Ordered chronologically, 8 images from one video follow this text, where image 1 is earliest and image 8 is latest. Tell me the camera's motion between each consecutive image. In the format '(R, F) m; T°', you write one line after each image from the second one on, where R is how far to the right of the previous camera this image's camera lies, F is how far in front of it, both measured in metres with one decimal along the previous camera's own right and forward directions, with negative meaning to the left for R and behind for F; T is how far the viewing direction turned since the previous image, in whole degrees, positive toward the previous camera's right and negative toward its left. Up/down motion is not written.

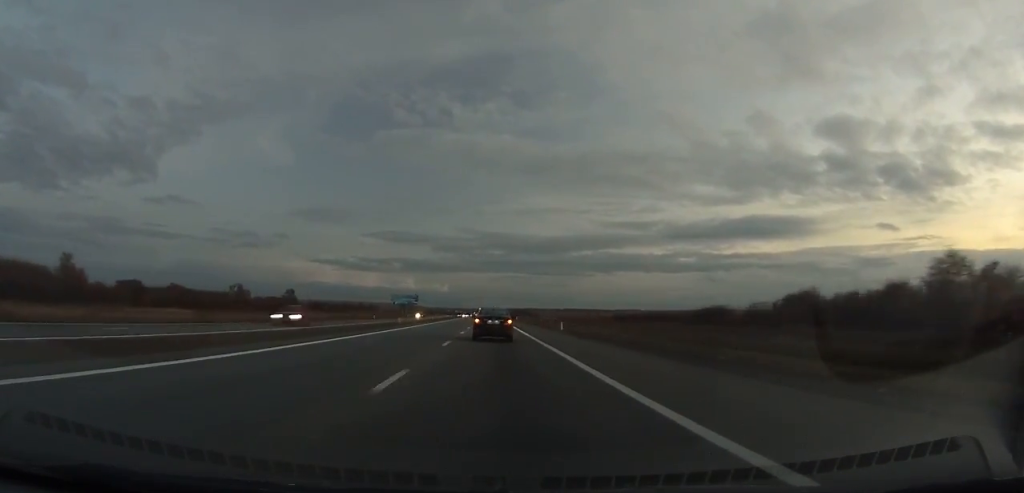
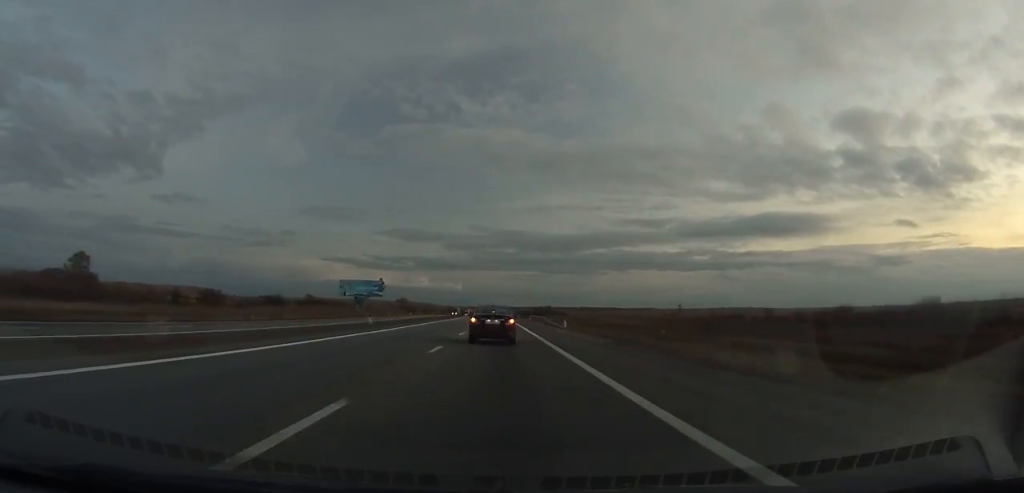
(-0.5, +110.6) m; -1°
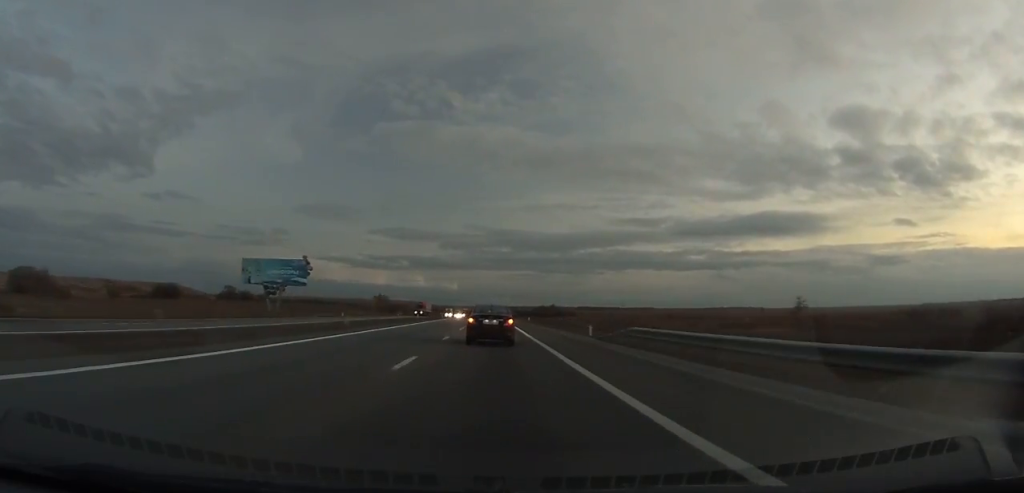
(-0.2, +65.7) m; 0°
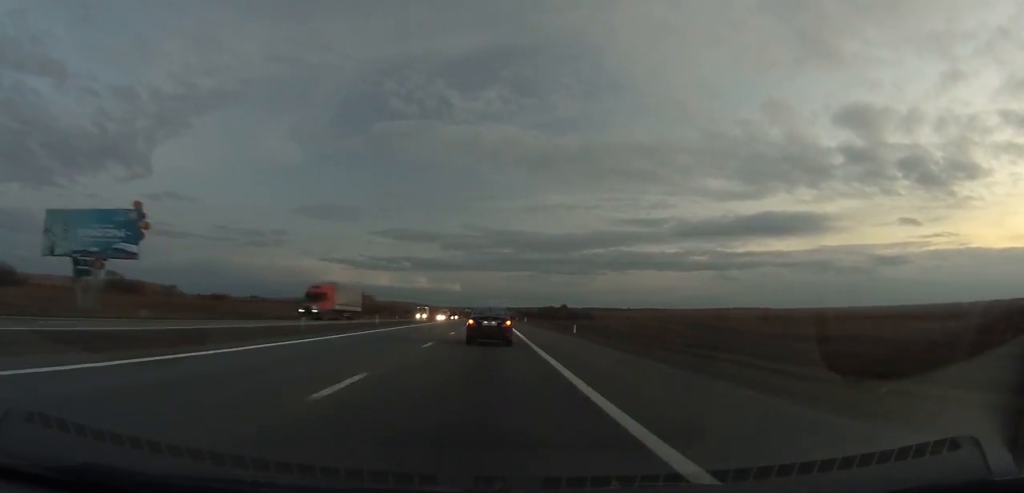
(-0.1, +53.4) m; 0°
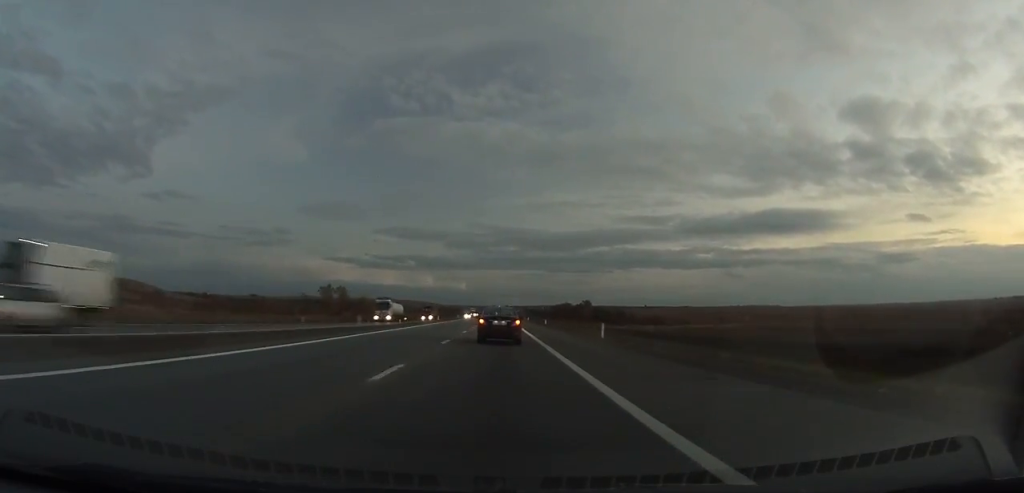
(-0.3, +71.5) m; 0°
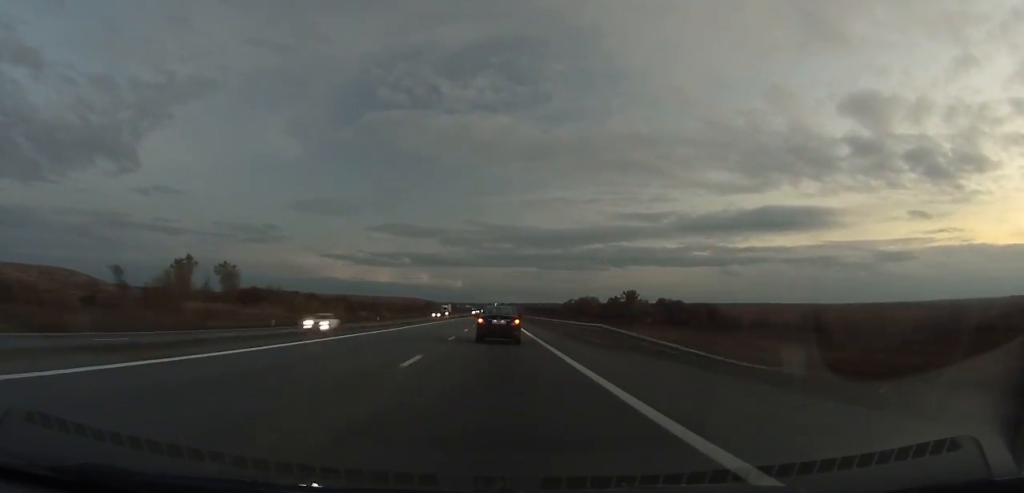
(-0.2, +106.1) m; 0°
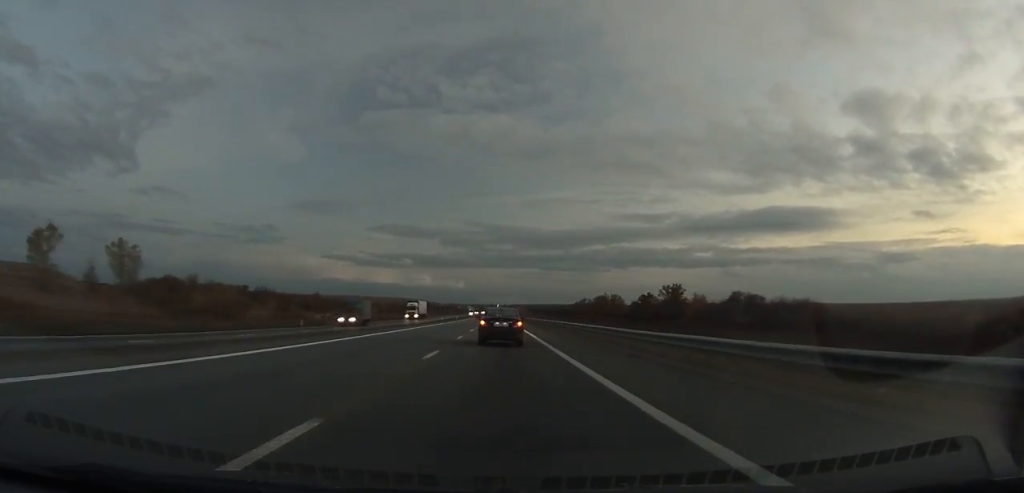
(0.0, +46.1) m; 0°
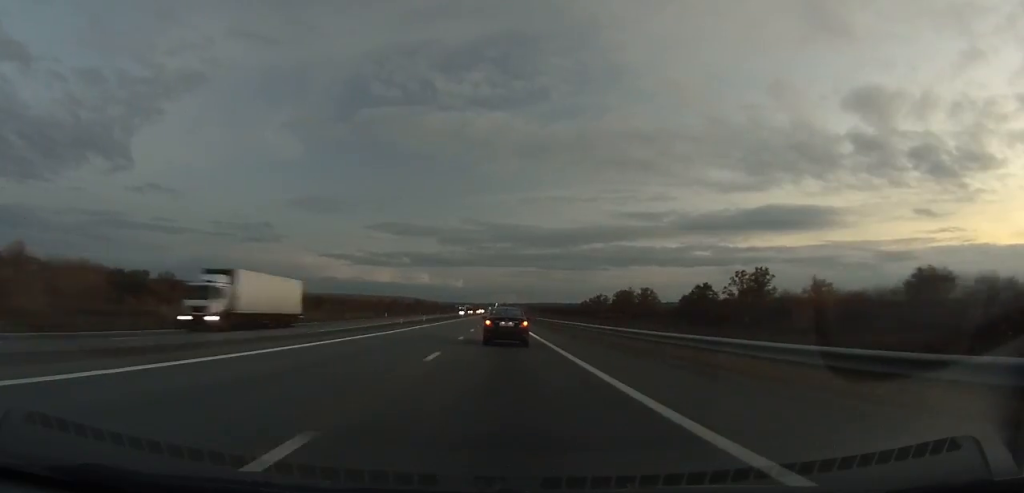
(0.0, +49.0) m; 0°
